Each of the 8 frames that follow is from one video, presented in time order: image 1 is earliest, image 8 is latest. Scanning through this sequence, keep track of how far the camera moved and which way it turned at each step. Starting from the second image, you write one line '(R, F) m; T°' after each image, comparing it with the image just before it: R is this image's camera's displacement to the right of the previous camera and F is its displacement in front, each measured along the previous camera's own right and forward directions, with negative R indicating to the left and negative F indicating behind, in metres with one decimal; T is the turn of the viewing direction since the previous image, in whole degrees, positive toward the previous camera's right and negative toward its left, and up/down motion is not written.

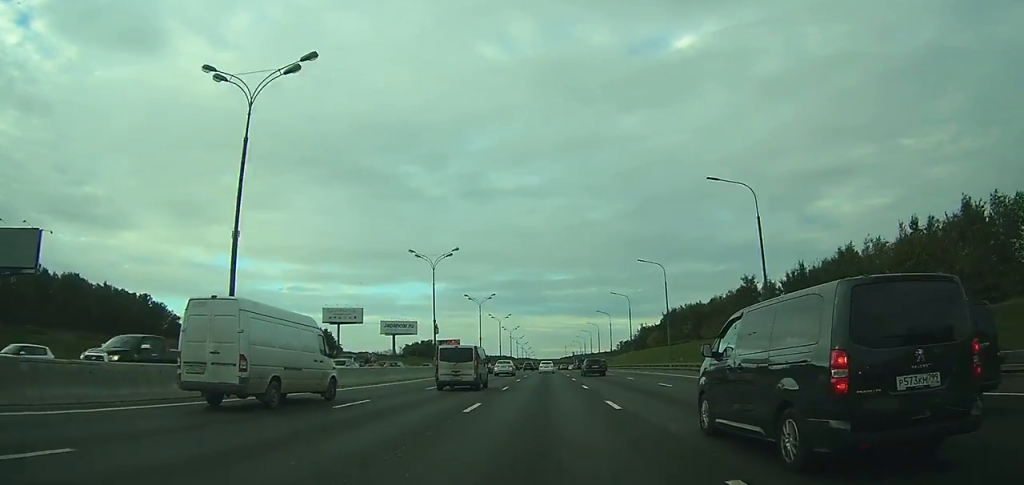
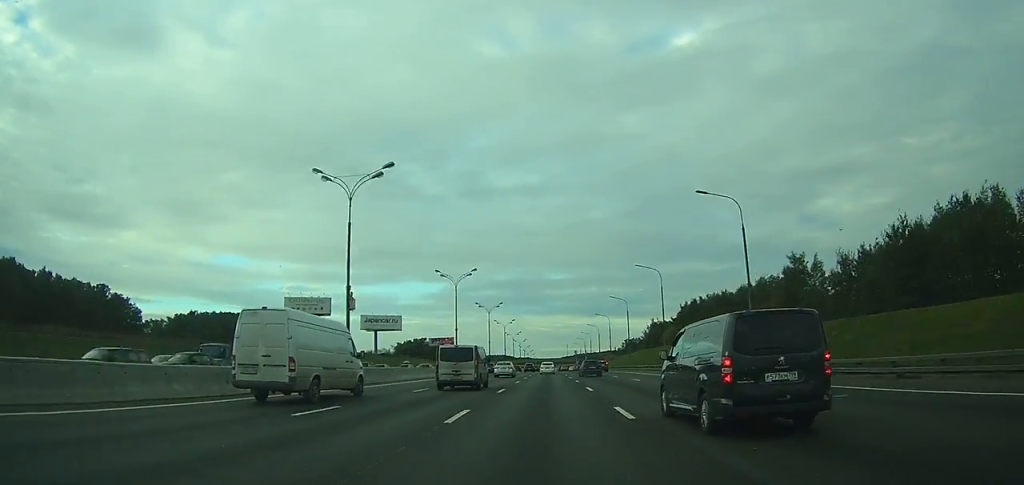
(-0.1, +25.9) m; 0°
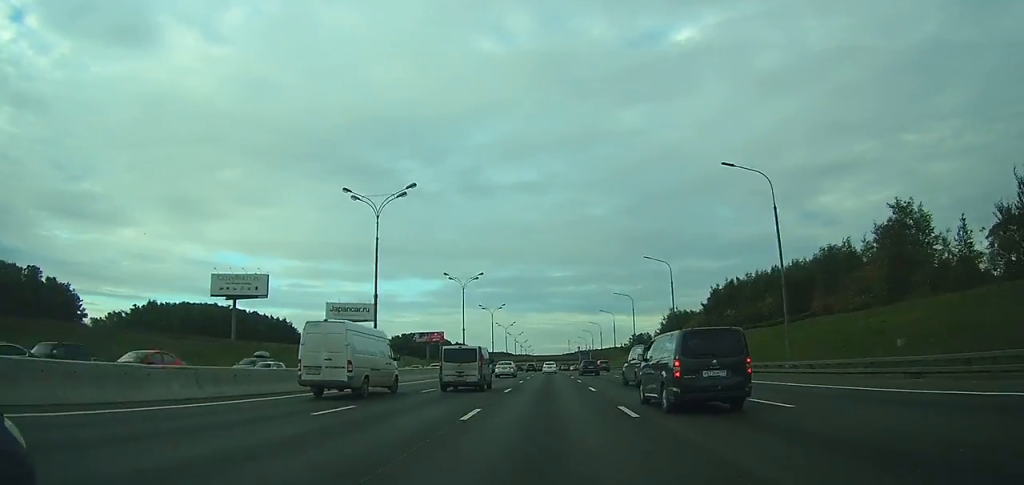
(0.0, +35.5) m; 0°
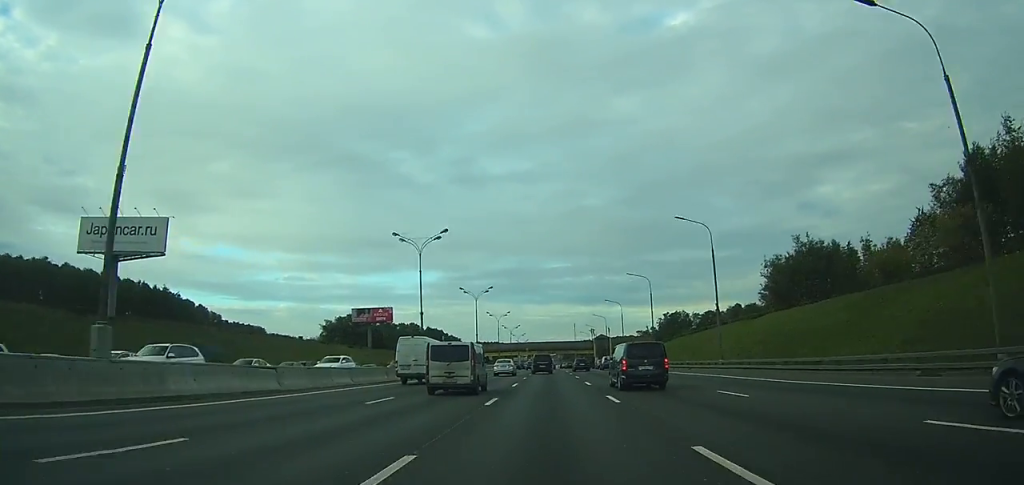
(-0.1, +108.1) m; 0°
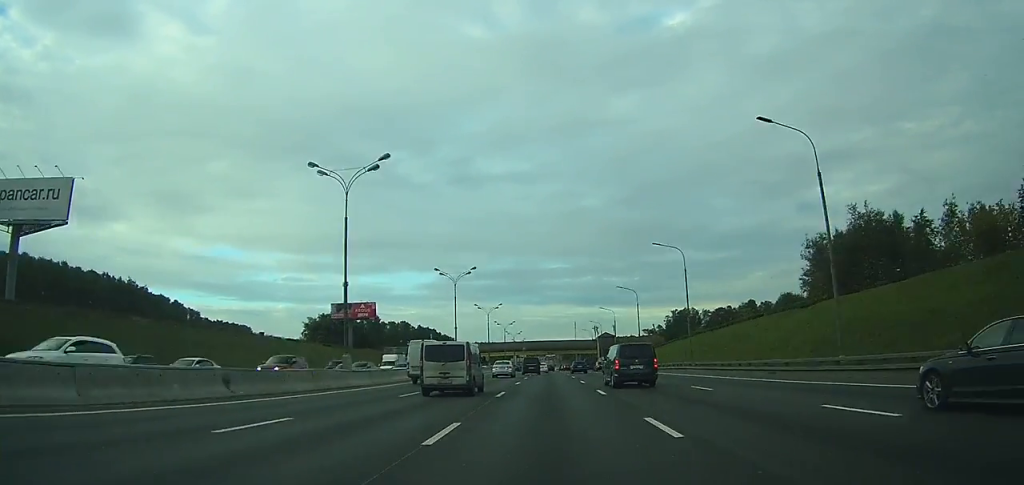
(0.0, +19.6) m; 0°
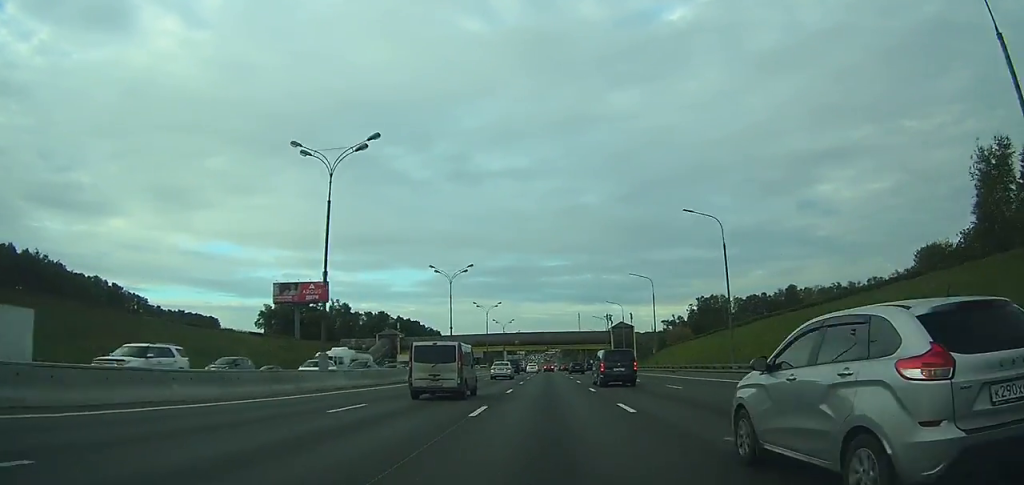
(0.0, +41.9) m; 0°
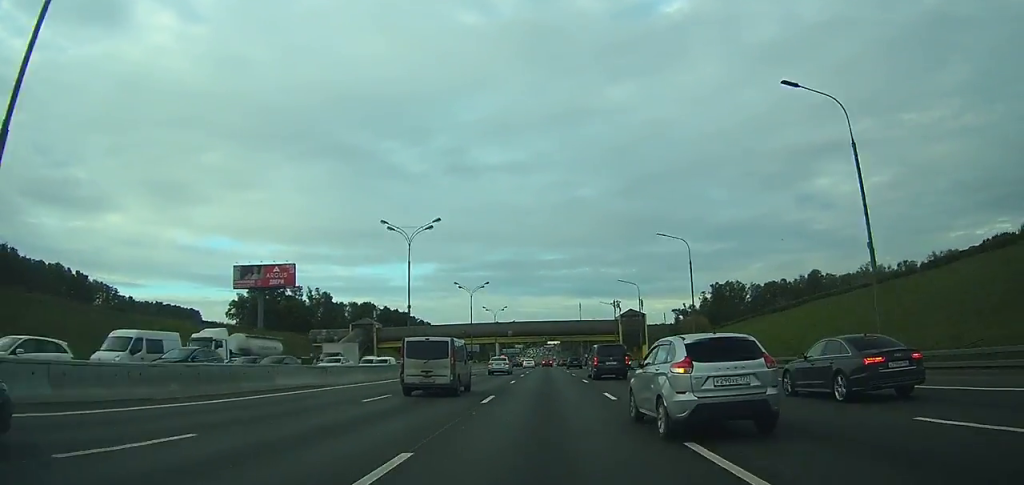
(+0.1, +19.6) m; 0°
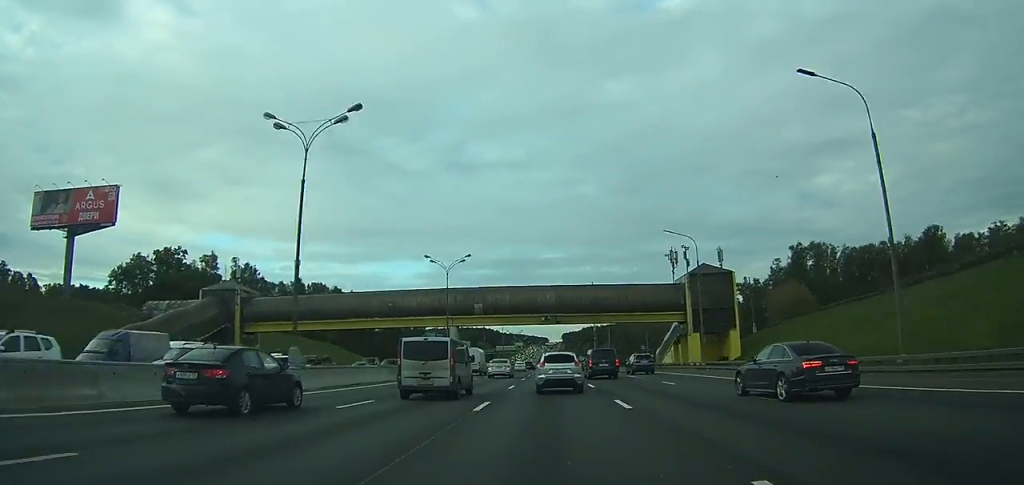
(0.0, +65.4) m; 0°
